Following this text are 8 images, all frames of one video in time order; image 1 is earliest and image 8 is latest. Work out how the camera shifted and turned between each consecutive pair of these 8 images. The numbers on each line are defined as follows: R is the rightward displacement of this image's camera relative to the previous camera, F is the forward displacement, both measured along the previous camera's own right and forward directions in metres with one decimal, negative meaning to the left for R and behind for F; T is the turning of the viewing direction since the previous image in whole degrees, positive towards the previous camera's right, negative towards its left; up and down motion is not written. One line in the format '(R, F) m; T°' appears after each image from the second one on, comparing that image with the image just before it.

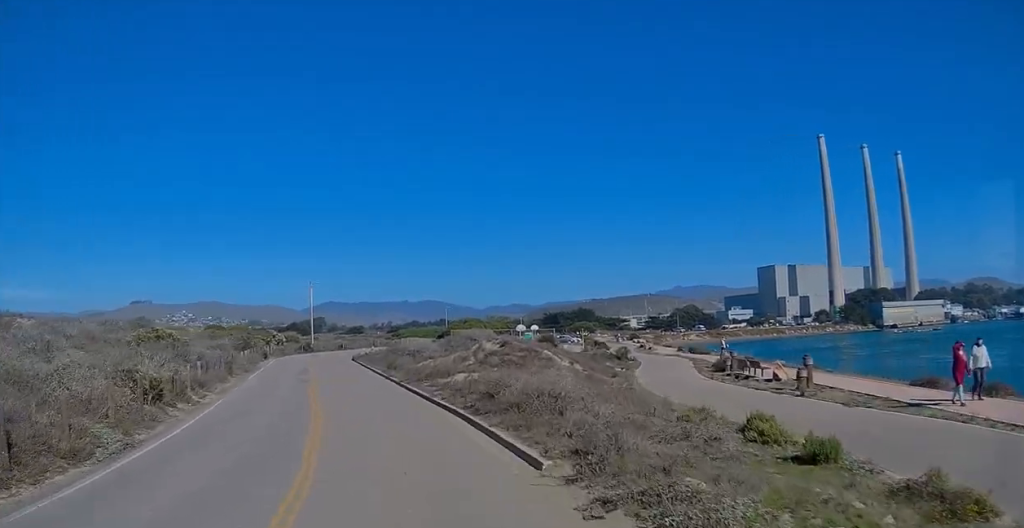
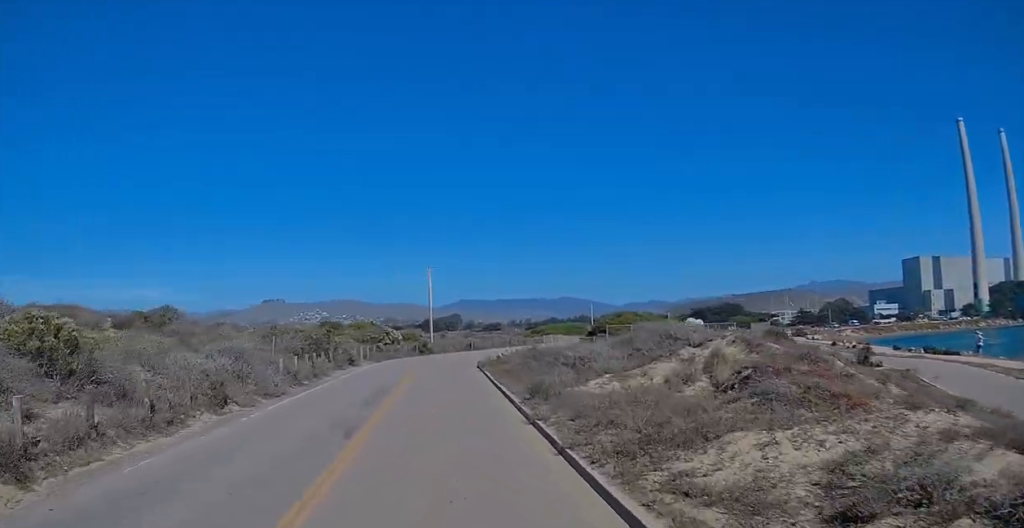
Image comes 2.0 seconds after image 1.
(-1.1, +19.2) m; -9°
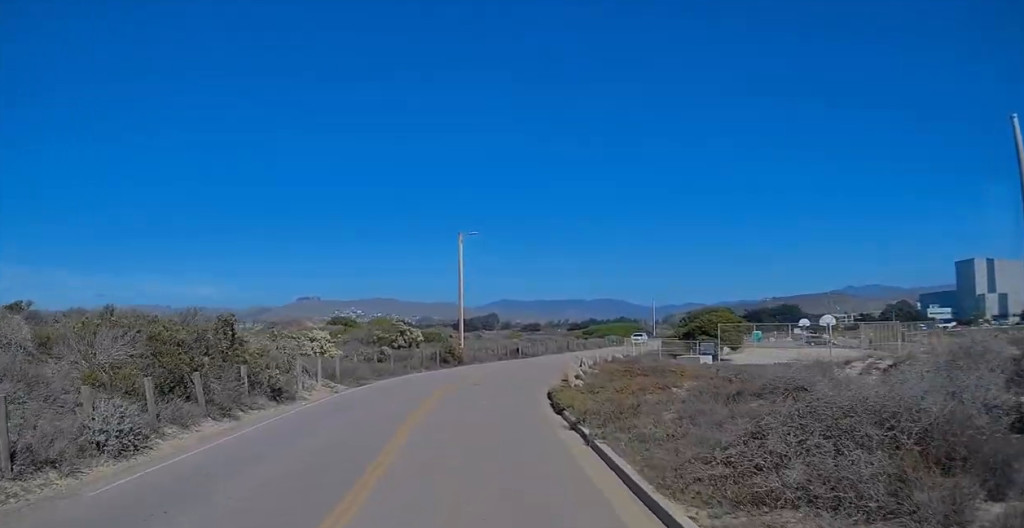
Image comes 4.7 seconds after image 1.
(-5.3, +20.5) m; -3°
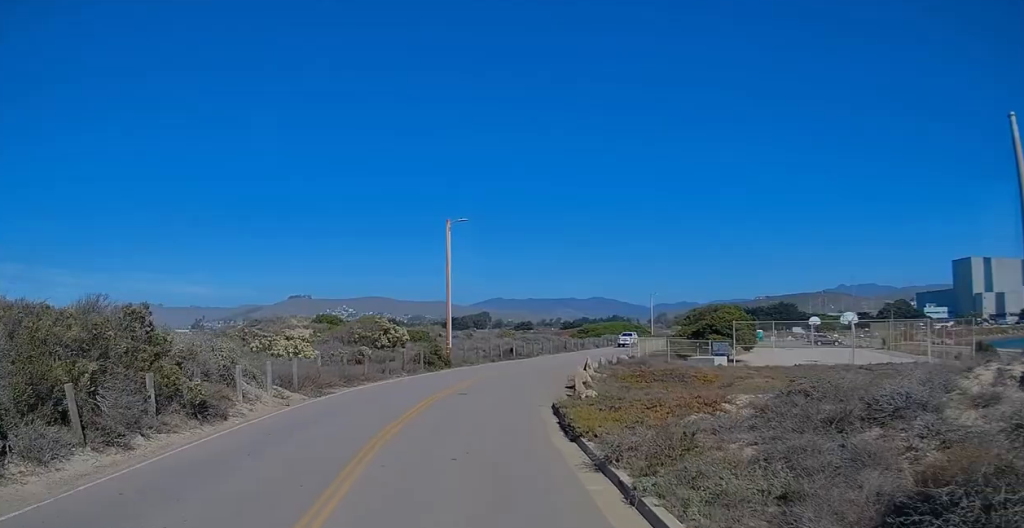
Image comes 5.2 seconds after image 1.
(+1.7, +5.2) m; +6°
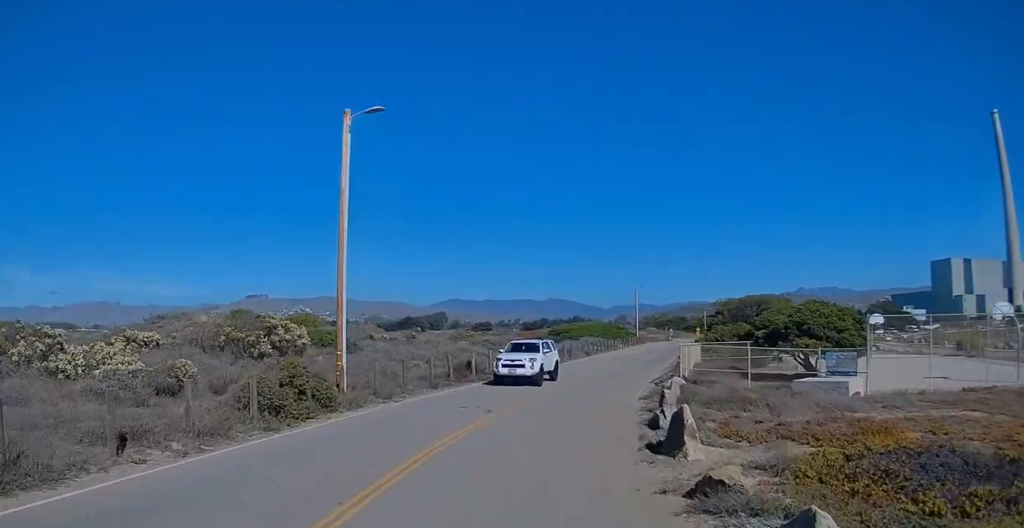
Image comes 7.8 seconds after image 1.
(+2.2, +22.3) m; +6°
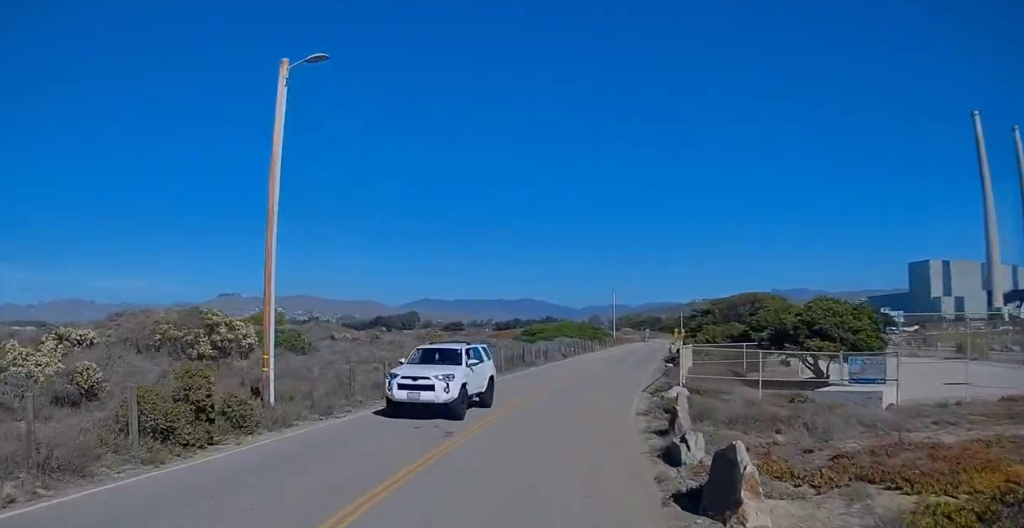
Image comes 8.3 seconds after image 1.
(-0.1, +4.0) m; +2°
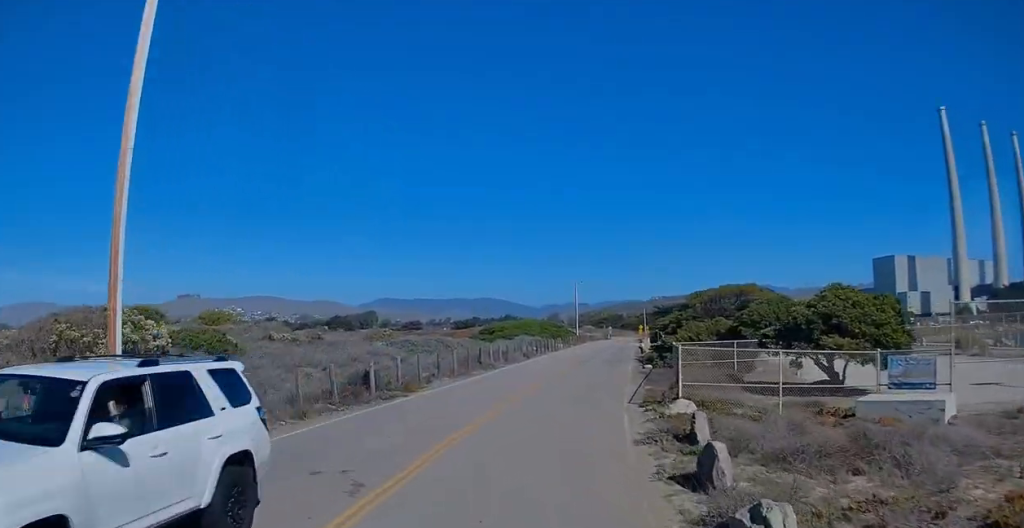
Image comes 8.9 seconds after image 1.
(+0.2, +5.0) m; +3°
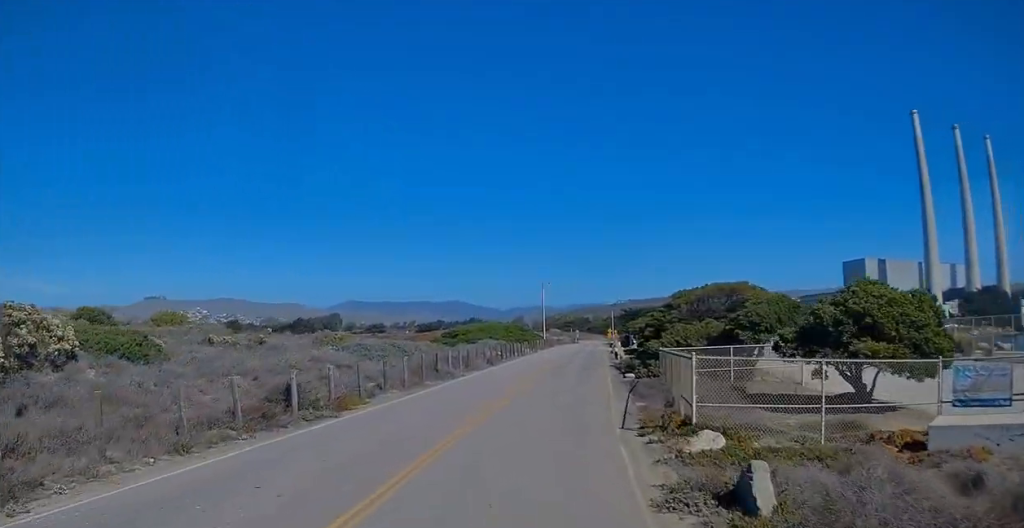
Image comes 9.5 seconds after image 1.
(+0.1, +4.6) m; +2°
